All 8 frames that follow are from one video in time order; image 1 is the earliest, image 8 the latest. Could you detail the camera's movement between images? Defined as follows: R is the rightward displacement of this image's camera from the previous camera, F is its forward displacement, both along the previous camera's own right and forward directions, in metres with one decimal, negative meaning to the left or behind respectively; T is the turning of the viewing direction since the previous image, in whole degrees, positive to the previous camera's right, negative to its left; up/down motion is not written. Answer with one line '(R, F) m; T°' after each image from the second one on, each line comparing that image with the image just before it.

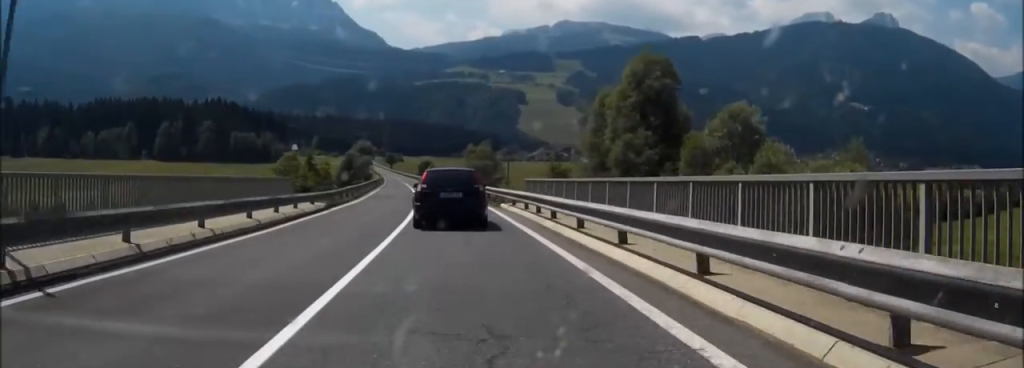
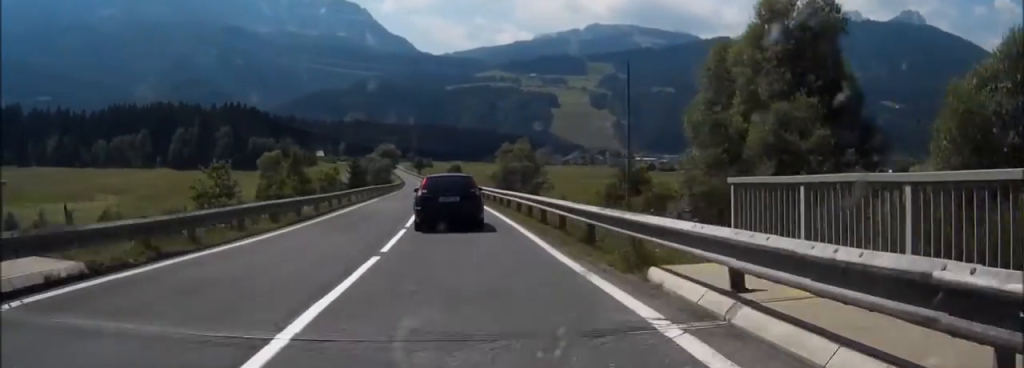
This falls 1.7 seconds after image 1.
(-1.2, +23.6) m; -2°
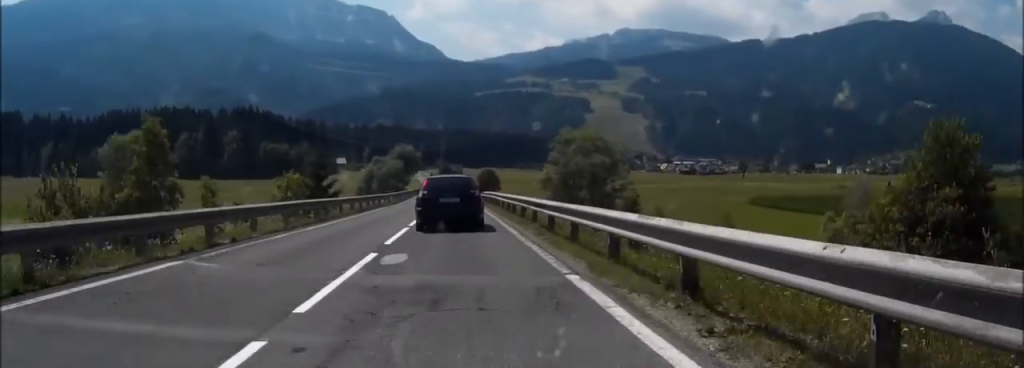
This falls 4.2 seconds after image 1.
(+0.6, +35.7) m; 0°
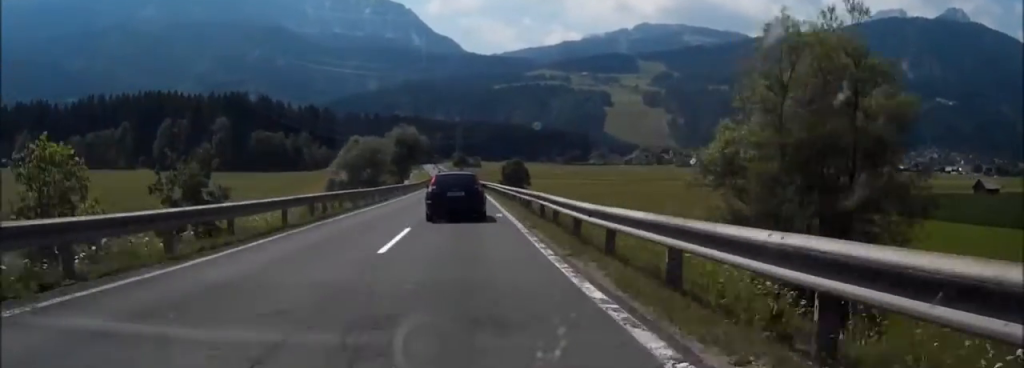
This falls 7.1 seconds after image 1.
(-1.8, +43.4) m; -3°
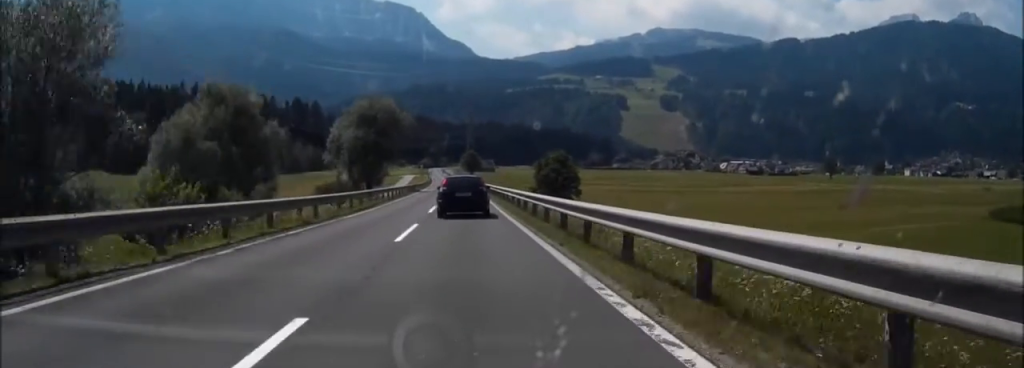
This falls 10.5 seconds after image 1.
(-0.3, +57.4) m; -1°
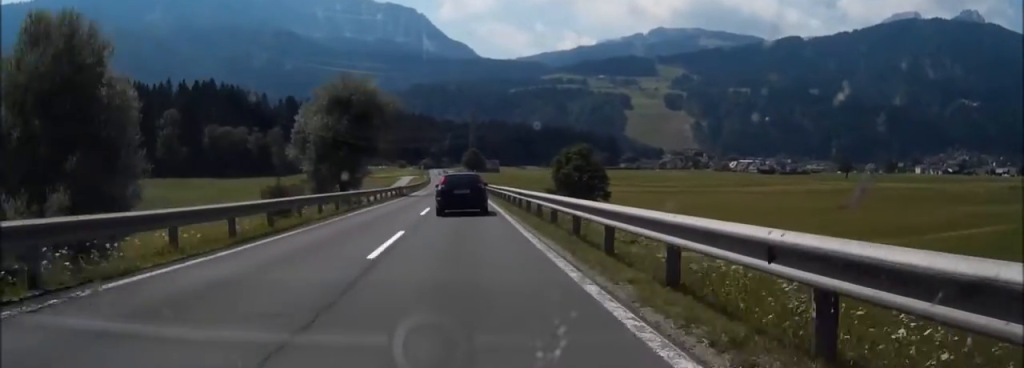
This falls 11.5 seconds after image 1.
(-0.1, +18.4) m; 0°
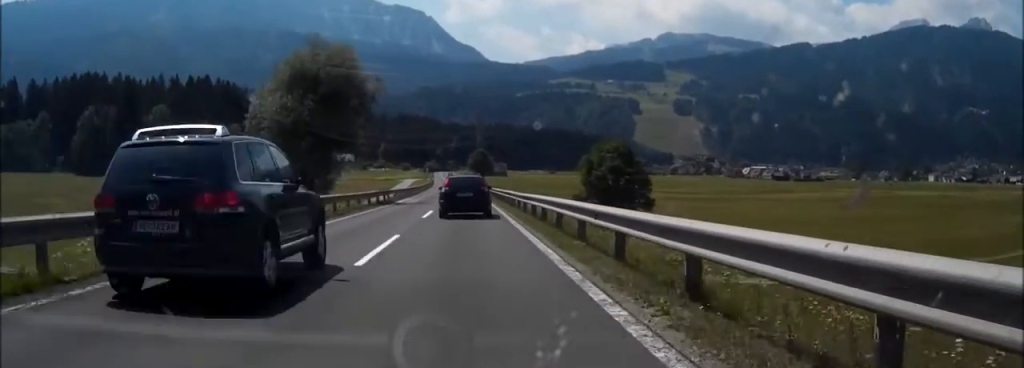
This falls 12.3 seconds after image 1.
(0.0, +15.9) m; 0°
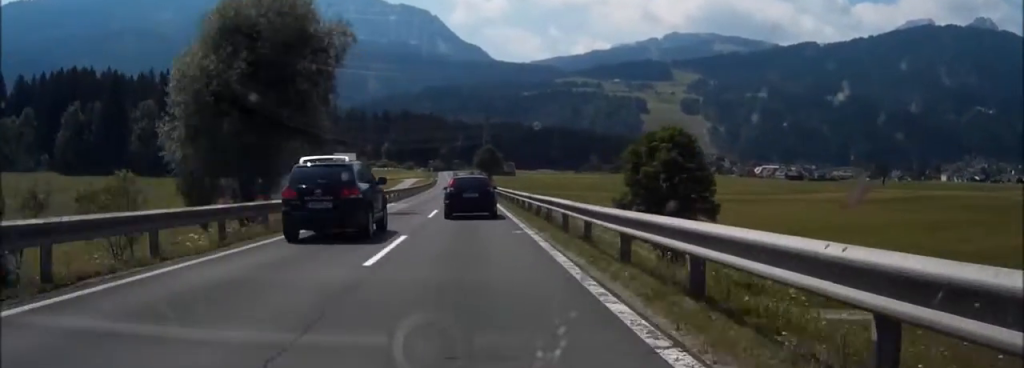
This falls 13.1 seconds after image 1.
(-0.1, +15.2) m; 0°
